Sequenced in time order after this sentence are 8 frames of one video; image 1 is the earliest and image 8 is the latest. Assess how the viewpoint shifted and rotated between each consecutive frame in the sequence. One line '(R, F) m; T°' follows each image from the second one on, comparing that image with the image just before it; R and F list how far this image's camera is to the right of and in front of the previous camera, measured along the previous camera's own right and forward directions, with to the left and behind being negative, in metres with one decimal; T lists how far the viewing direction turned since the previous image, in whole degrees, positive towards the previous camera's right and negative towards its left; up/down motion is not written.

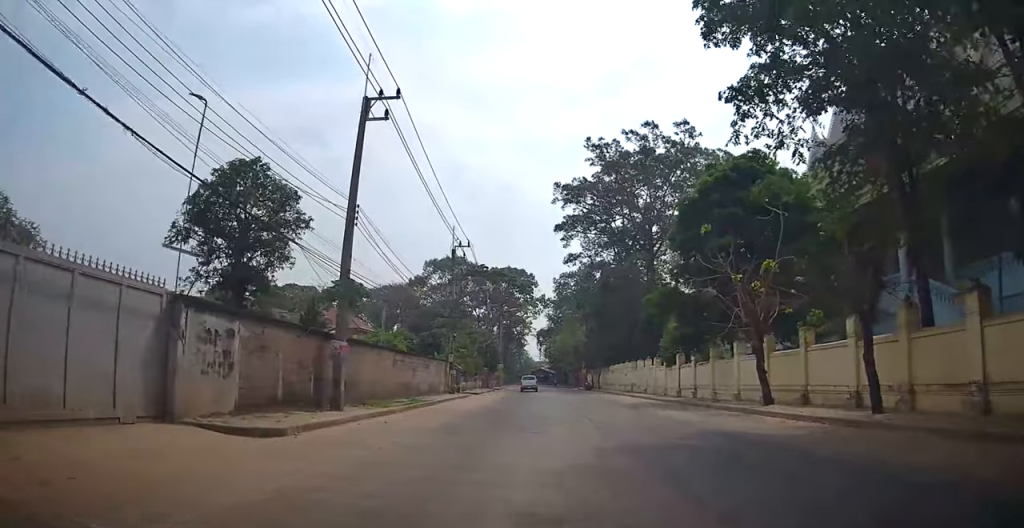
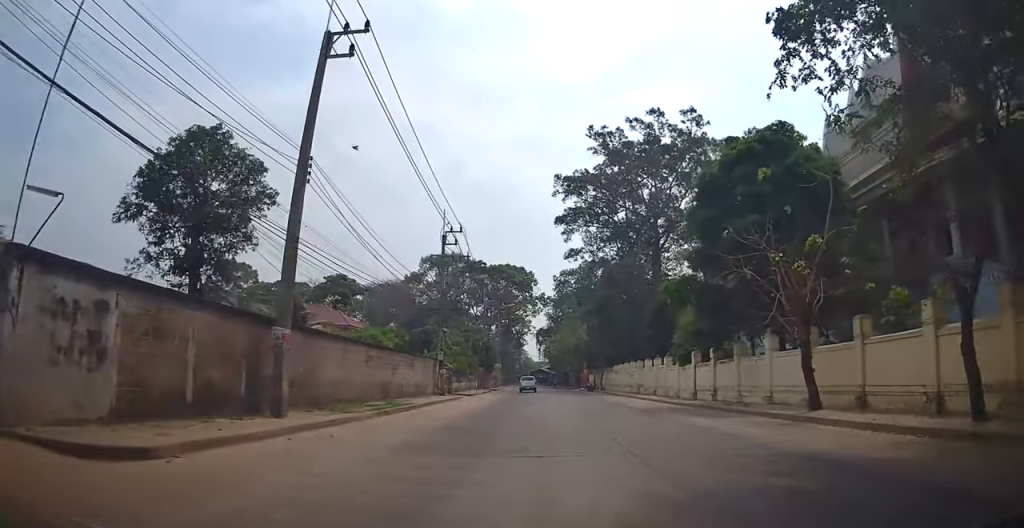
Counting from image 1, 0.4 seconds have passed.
(0.0, +3.9) m; -1°
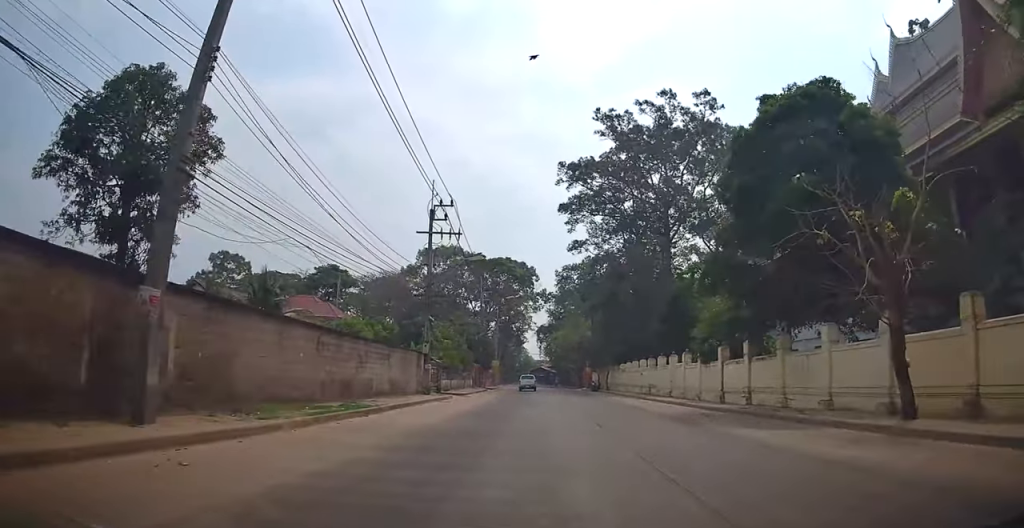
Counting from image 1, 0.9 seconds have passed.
(0.0, +5.0) m; -1°
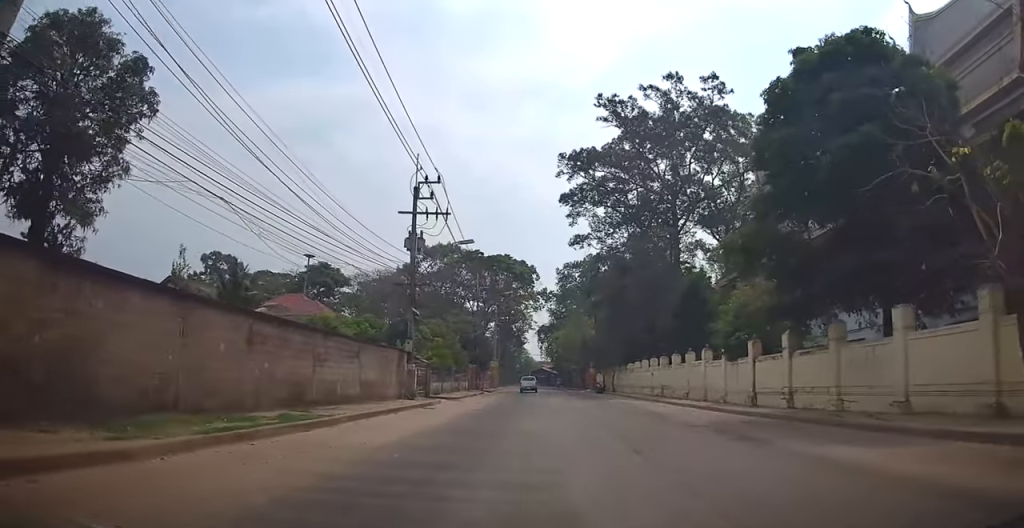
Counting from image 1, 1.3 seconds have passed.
(0.0, +4.2) m; -1°
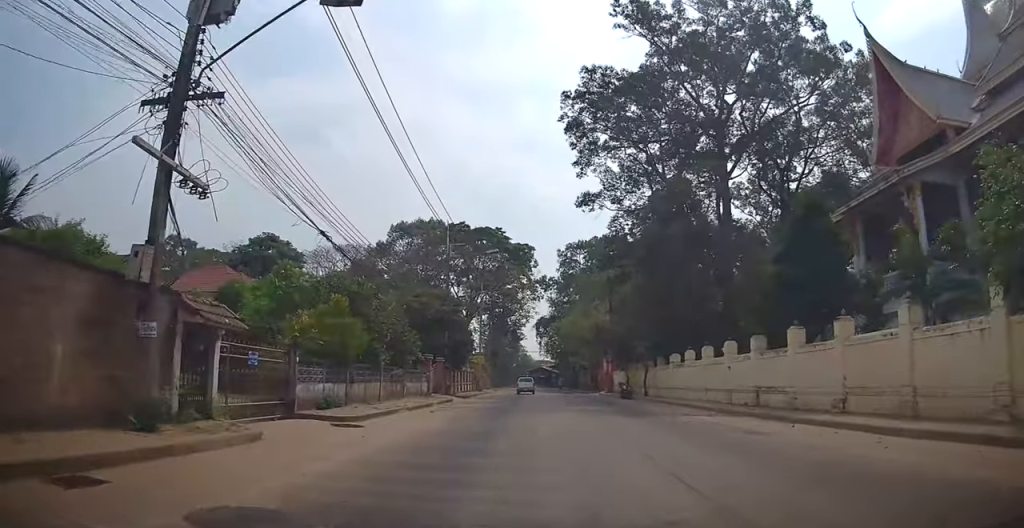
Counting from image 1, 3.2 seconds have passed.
(-0.6, +19.0) m; -2°
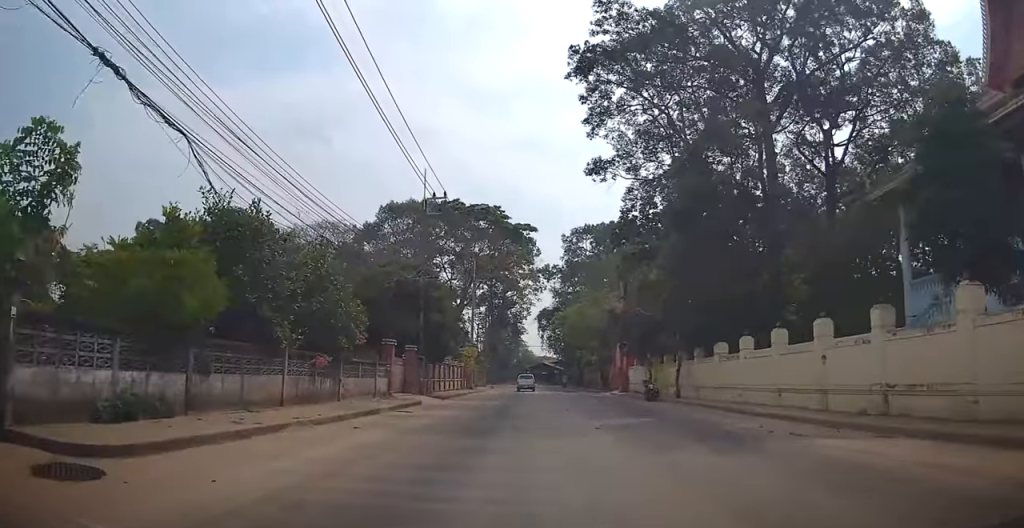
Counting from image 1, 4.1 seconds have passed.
(+0.1, +9.6) m; +2°
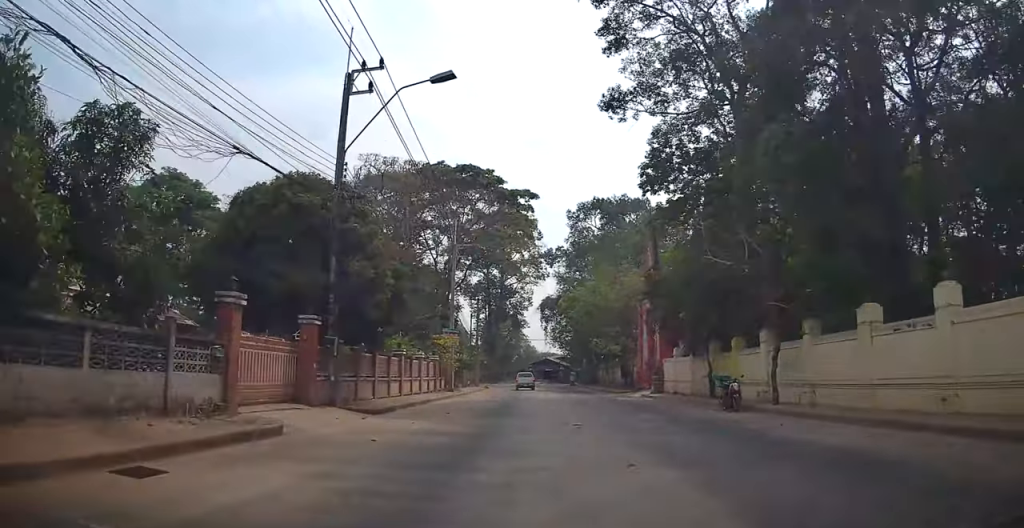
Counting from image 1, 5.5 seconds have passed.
(+0.4, +13.7) m; +1°
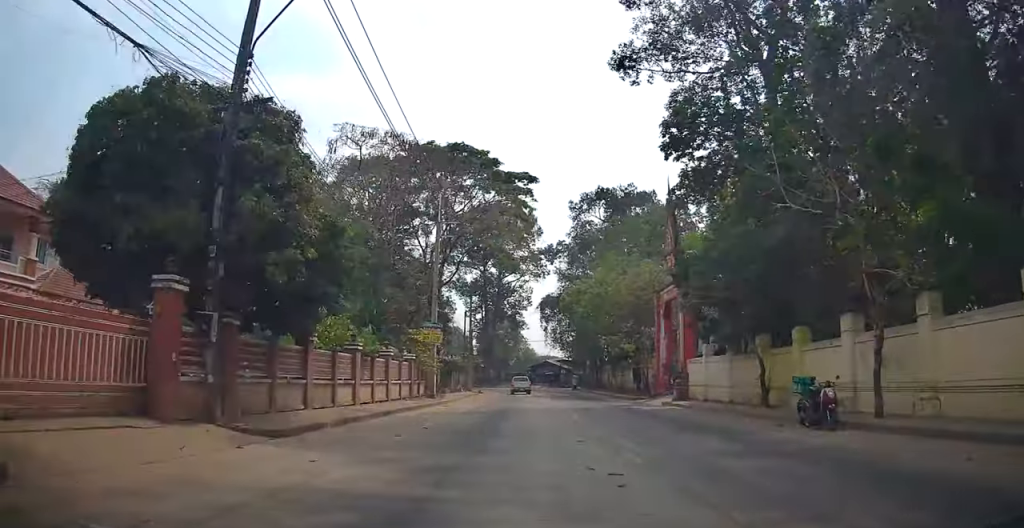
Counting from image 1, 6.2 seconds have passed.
(-0.1, +6.6) m; 0°
